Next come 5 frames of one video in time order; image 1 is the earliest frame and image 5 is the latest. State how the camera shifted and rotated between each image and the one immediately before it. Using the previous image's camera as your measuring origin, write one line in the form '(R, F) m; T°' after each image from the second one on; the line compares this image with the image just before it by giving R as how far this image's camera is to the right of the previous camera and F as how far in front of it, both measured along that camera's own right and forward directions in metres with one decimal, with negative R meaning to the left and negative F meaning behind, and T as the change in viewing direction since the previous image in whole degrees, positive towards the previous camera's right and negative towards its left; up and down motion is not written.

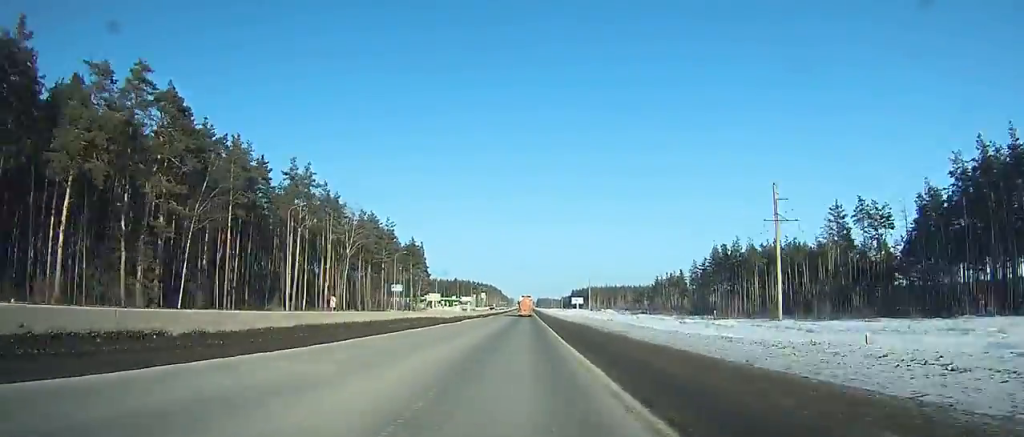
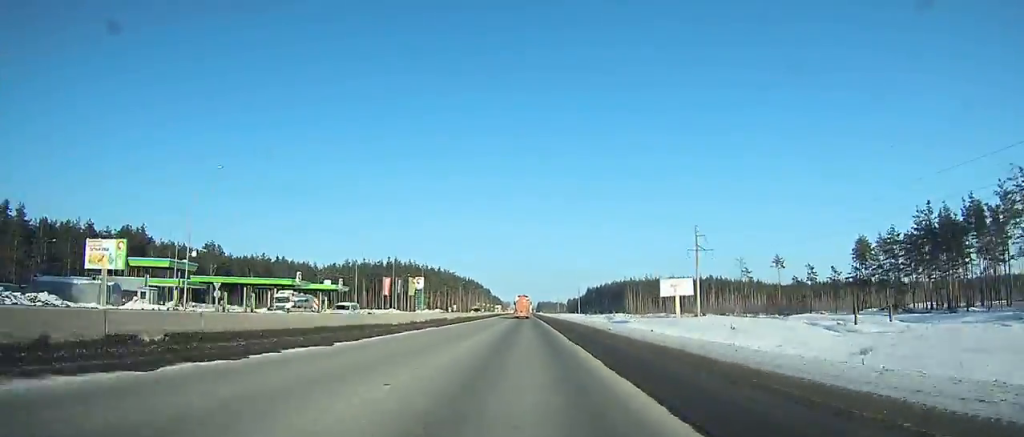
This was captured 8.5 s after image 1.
(+1.2, +215.3) m; 0°
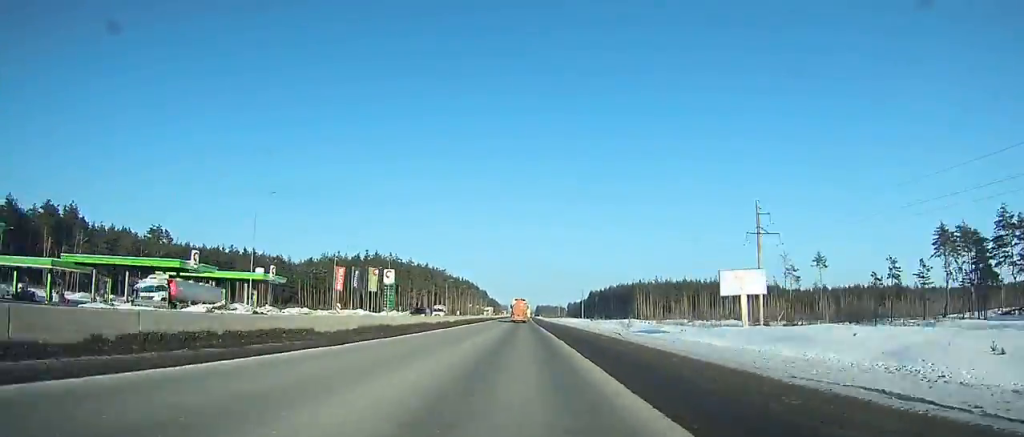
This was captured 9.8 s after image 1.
(+0.1, +32.8) m; 0°
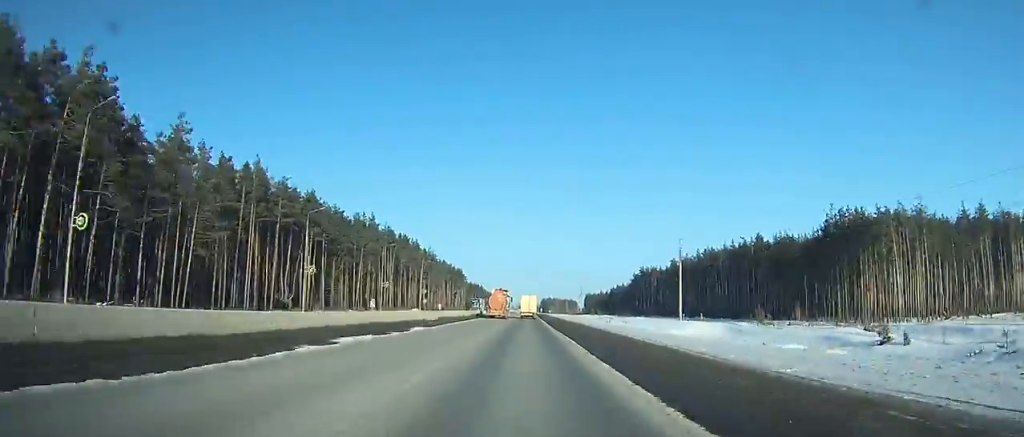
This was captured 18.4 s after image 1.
(-0.5, +223.6) m; 0°
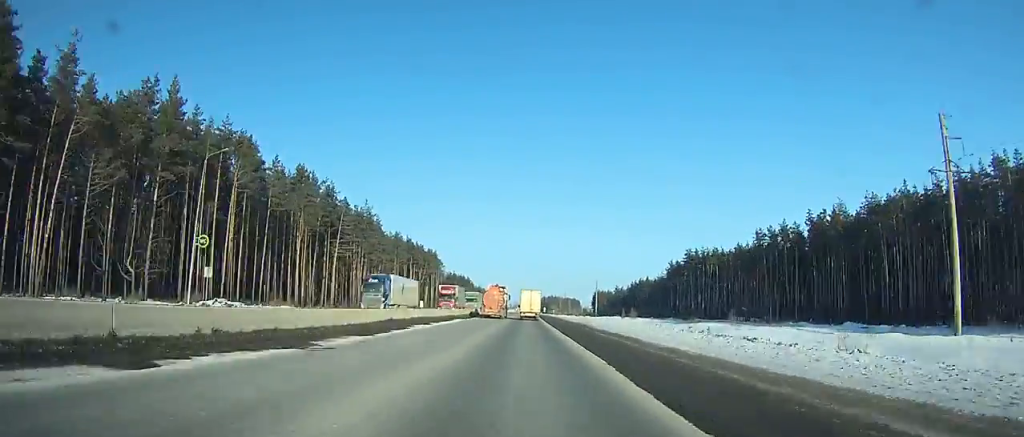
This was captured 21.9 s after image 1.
(+0.1, +94.6) m; 0°
